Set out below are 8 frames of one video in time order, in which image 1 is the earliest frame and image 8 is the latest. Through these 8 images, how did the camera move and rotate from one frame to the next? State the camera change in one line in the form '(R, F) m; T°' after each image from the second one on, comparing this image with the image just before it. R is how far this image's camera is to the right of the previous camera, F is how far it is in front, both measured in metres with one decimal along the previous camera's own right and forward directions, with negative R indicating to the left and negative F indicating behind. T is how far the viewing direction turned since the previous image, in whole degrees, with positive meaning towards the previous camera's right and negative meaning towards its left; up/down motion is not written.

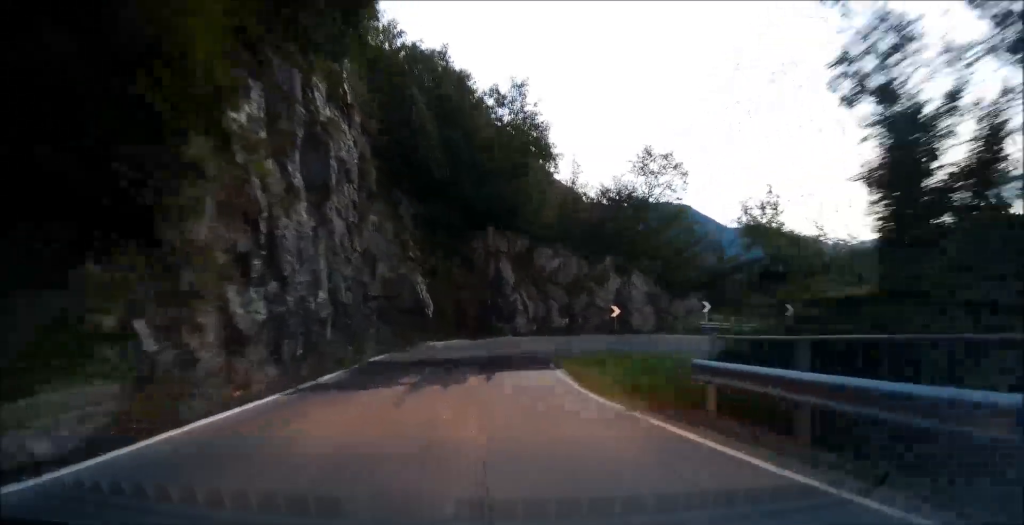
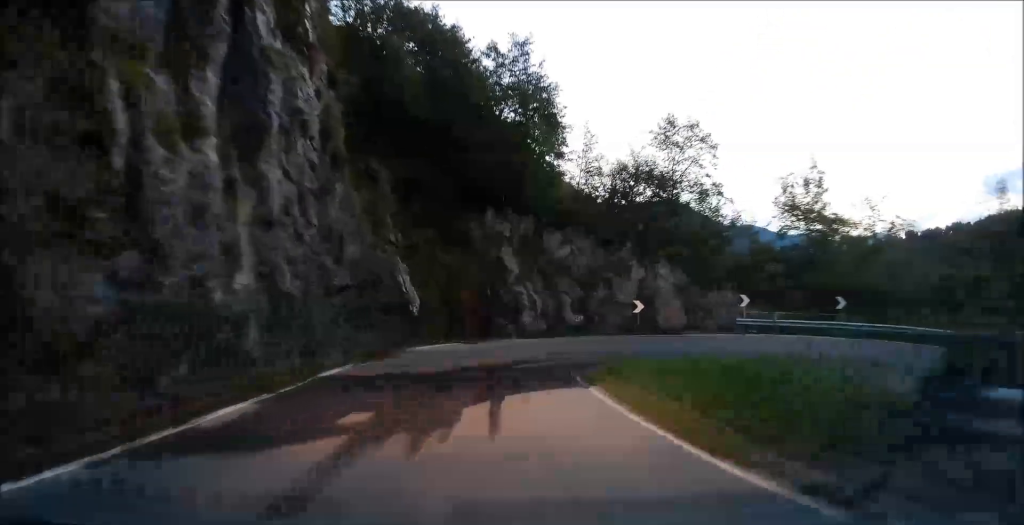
(0.0, +6.2) m; +1°
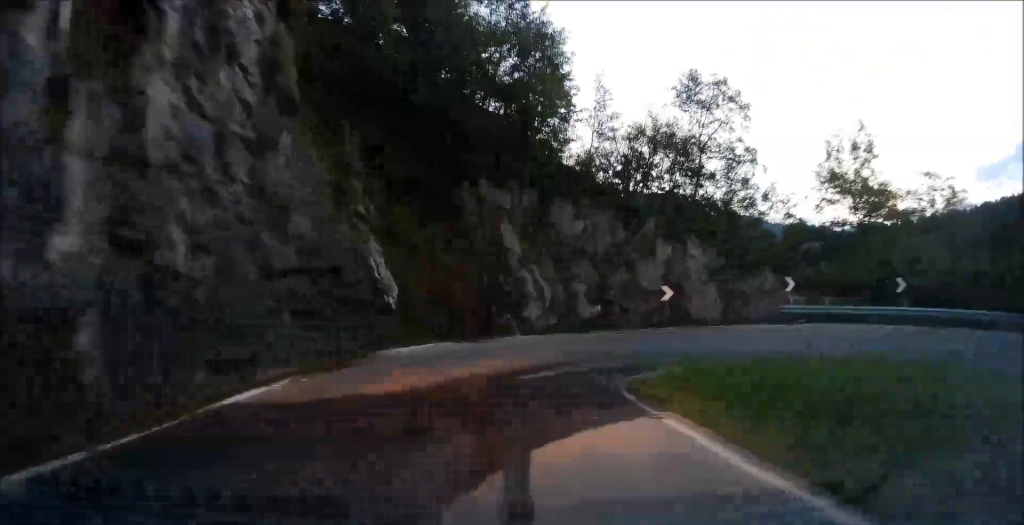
(-0.1, +5.9) m; +3°
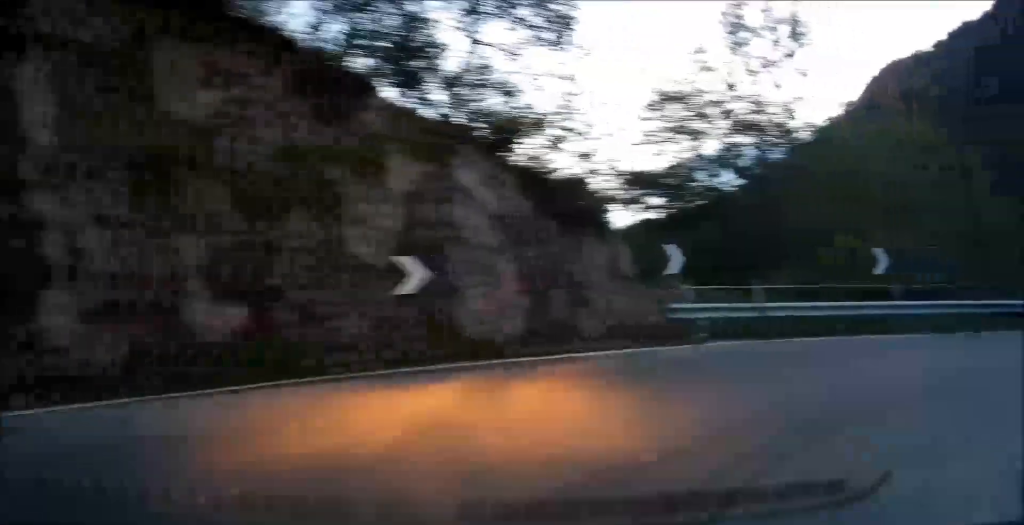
(+4.1, +18.3) m; +49°
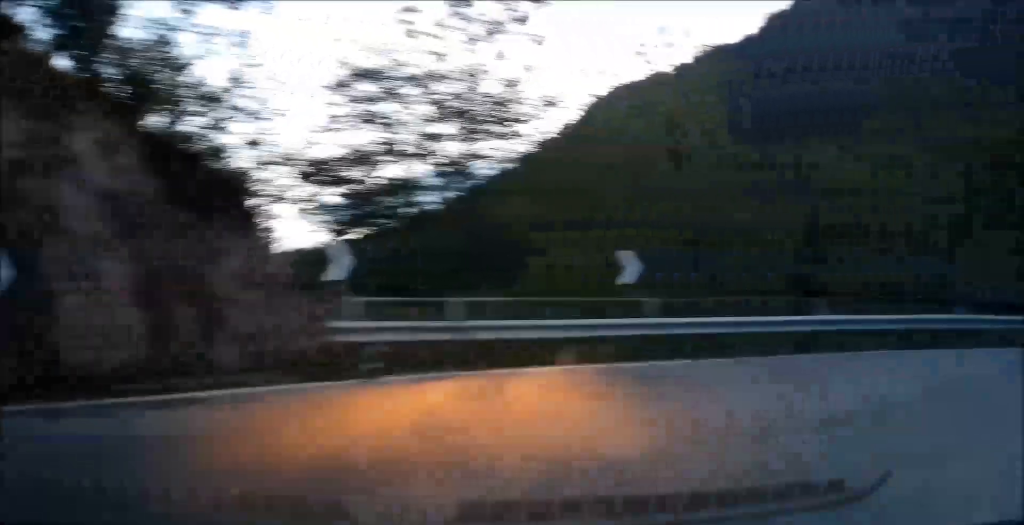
(+1.7, +3.8) m; +24°
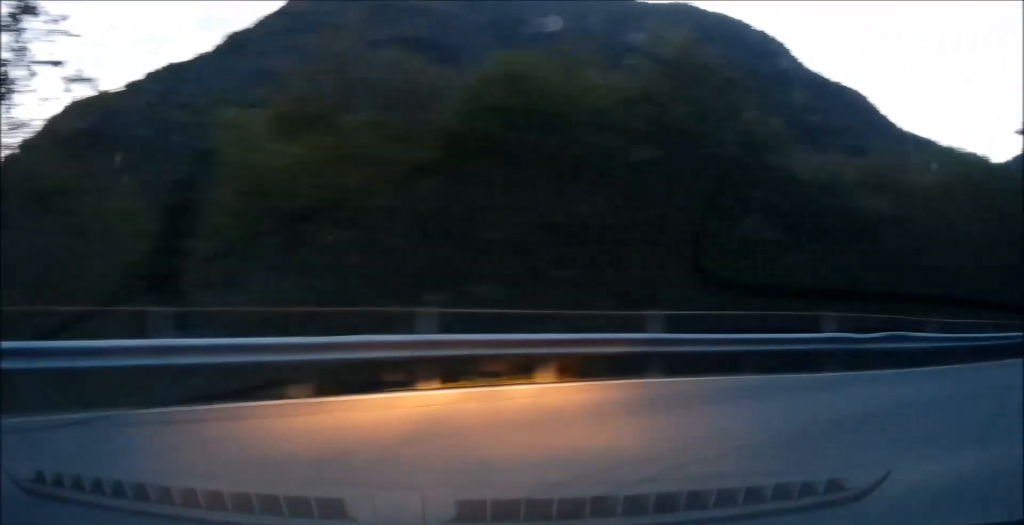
(+1.6, +4.9) m; +44°
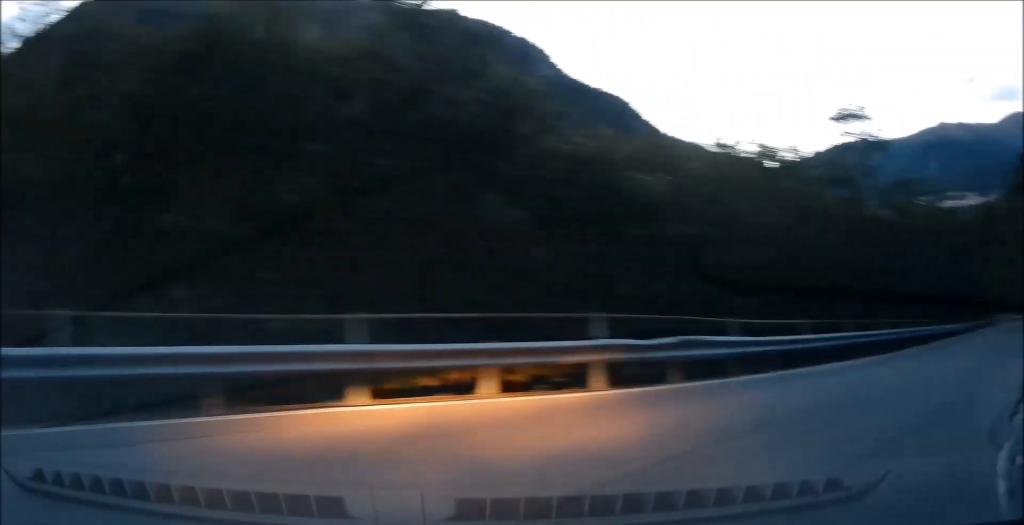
(+0.3, +1.7) m; +17°
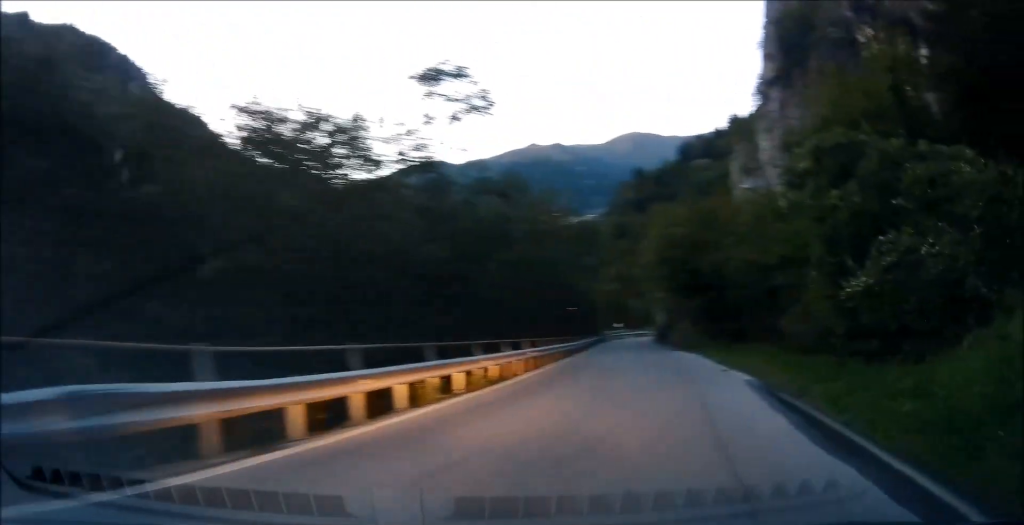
(+1.5, +3.7) m; +25°
